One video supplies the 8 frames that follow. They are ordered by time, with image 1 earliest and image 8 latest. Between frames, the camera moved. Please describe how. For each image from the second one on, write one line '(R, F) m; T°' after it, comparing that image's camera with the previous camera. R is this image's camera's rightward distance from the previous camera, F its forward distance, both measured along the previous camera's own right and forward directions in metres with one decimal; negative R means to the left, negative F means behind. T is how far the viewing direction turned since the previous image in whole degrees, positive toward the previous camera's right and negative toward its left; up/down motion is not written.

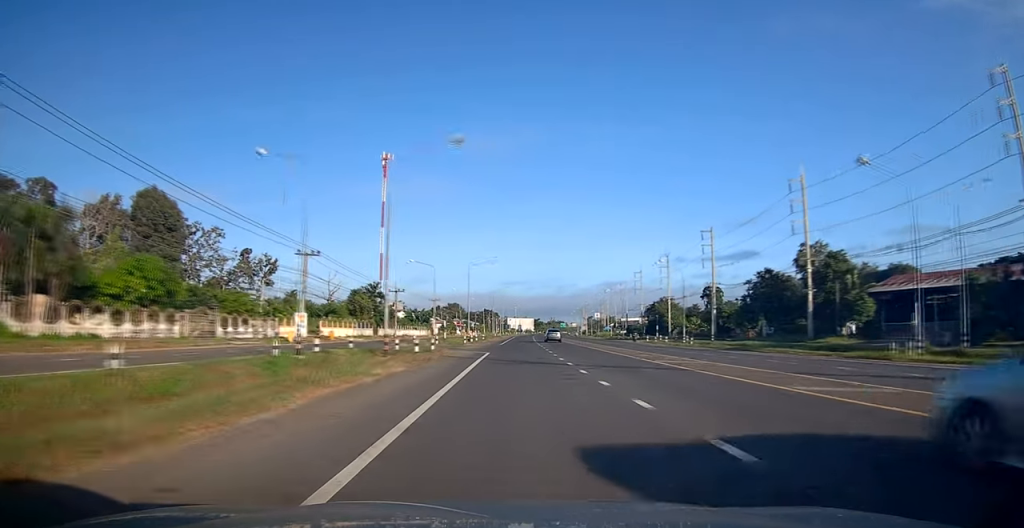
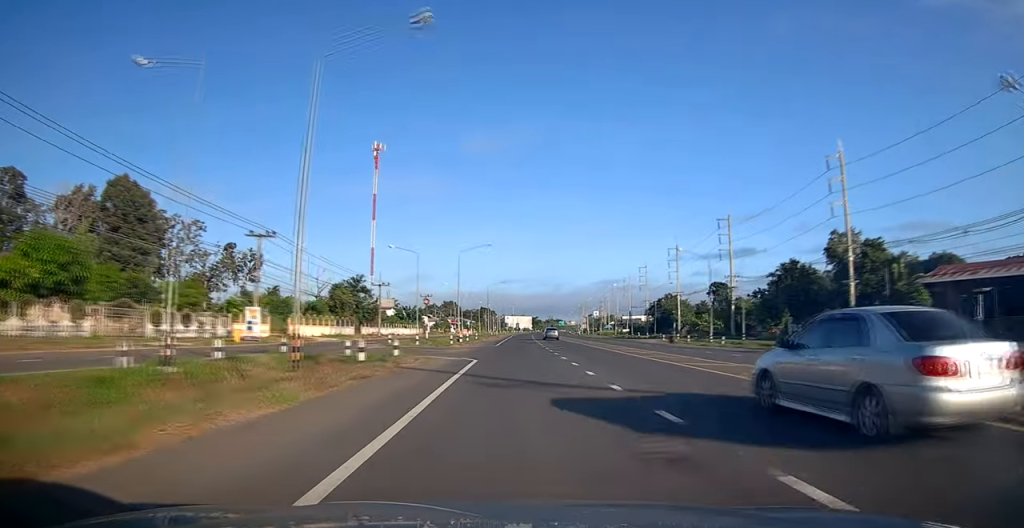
(-0.3, +9.7) m; -1°
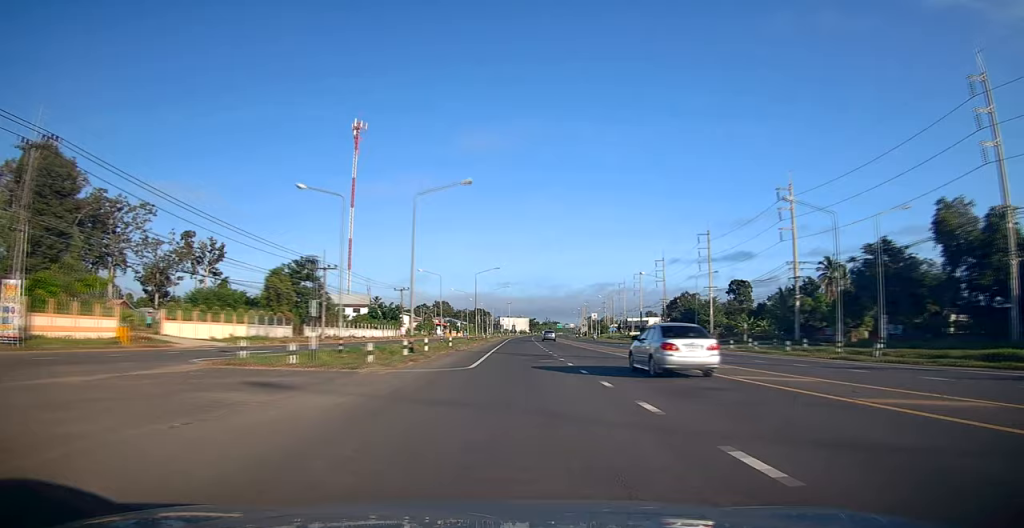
(-0.3, +23.2) m; -1°
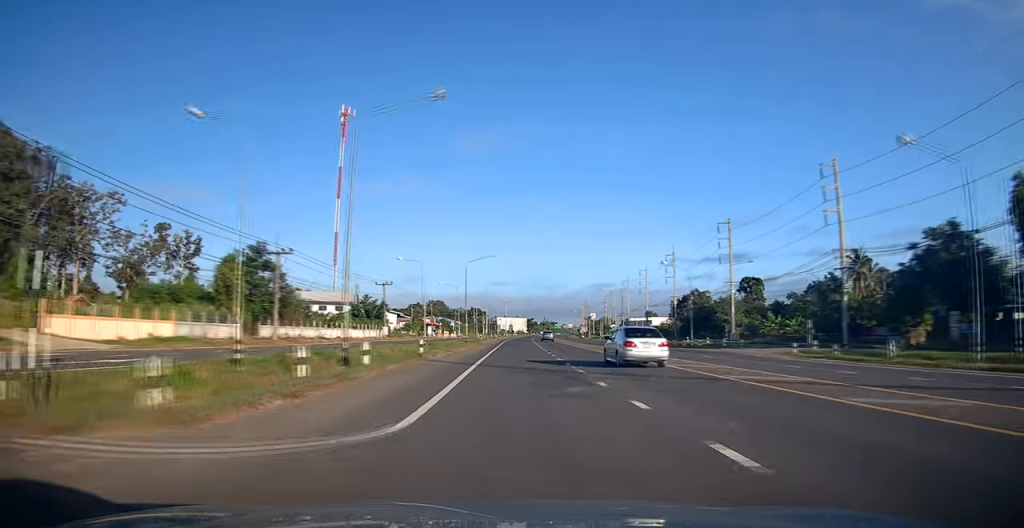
(0.0, +11.6) m; 0°
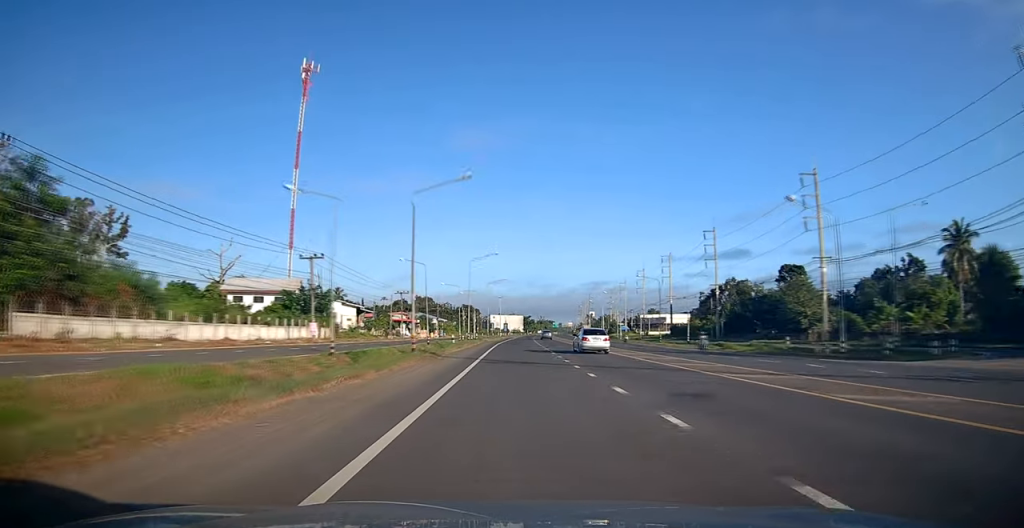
(+0.3, +30.0) m; +3°
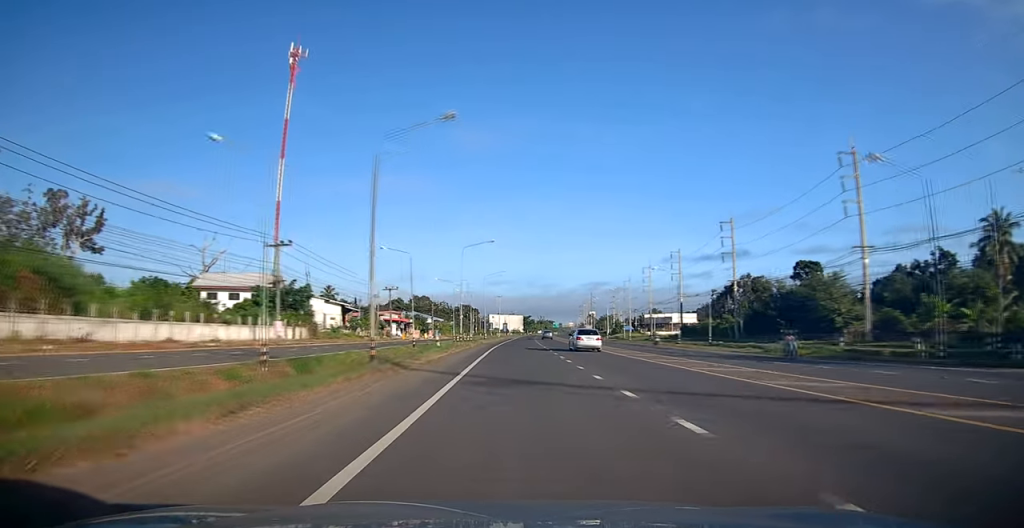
(+0.3, +8.5) m; 0°
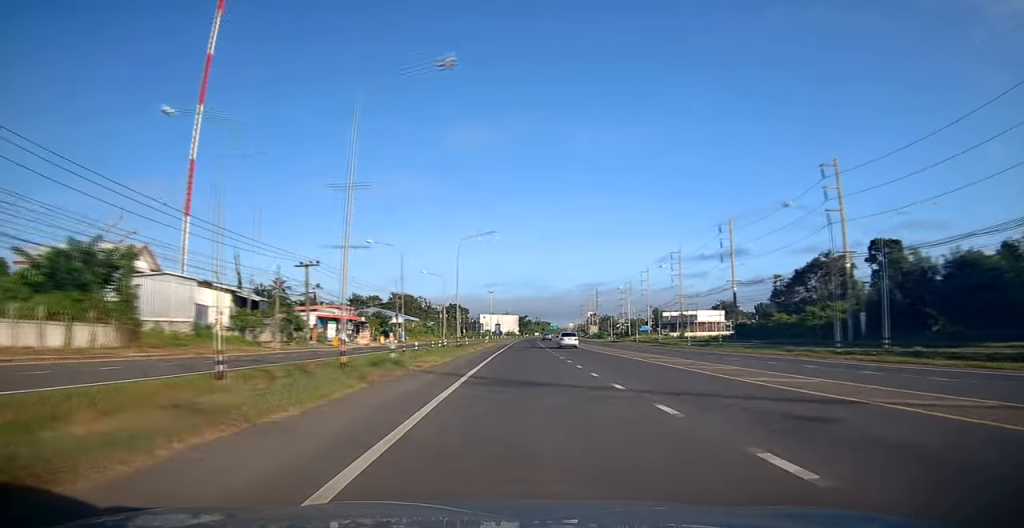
(-0.7, +34.4) m; -1°
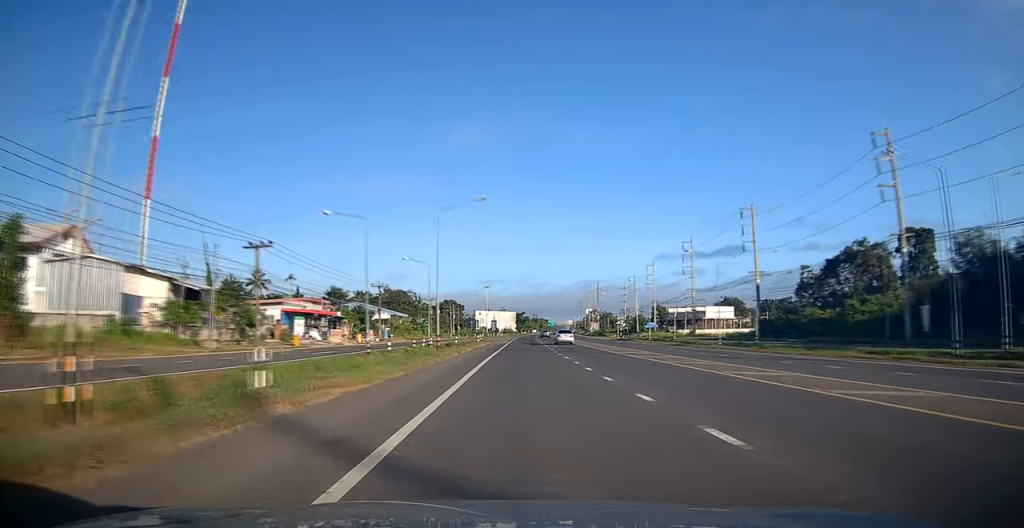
(-0.1, +10.5) m; +1°
